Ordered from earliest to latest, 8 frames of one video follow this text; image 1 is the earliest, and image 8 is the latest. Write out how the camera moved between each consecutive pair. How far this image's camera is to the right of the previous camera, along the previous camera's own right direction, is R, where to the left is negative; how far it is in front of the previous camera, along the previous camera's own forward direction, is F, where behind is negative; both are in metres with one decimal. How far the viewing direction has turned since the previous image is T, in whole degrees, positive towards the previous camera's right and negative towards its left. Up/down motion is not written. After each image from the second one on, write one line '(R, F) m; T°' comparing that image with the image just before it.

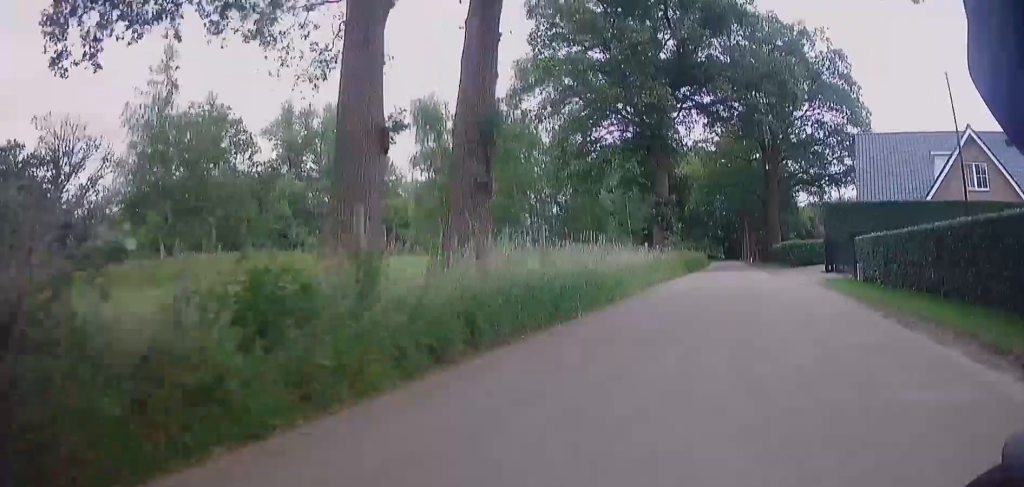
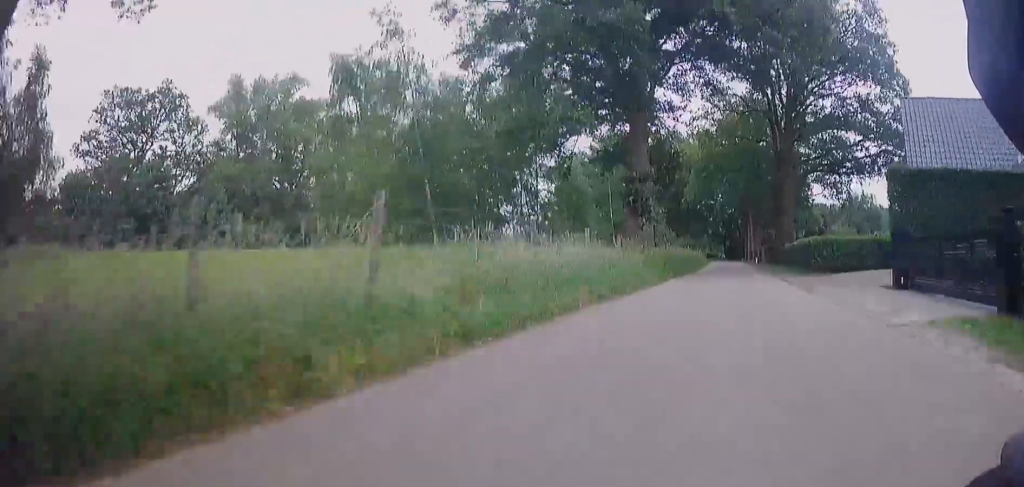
(+0.1, +10.4) m; +1°
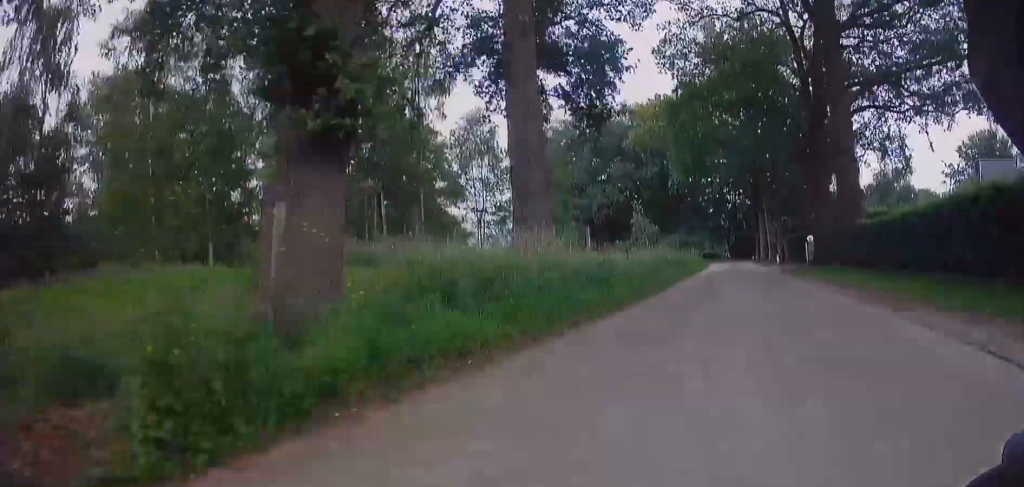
(+0.3, +20.5) m; +1°
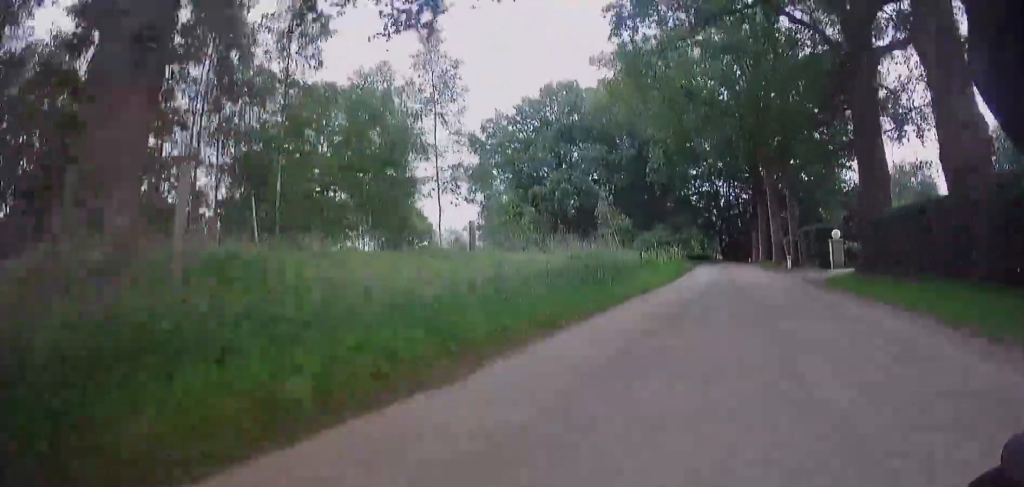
(+0.1, +10.8) m; 0°
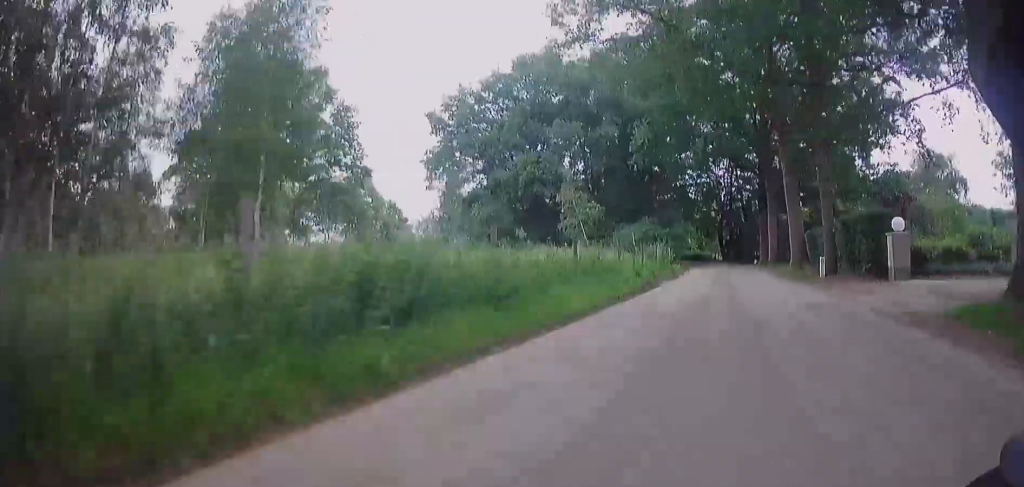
(0.0, +9.5) m; -1°
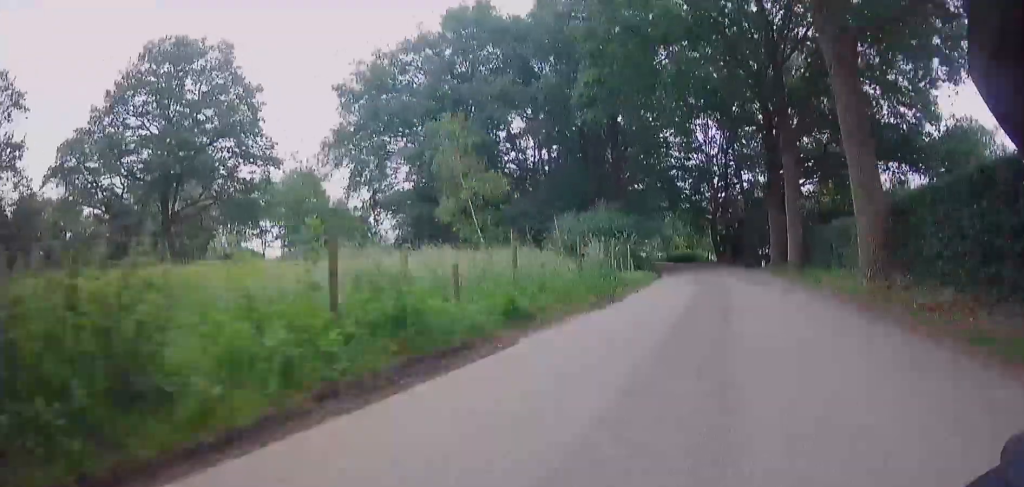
(-0.1, +14.0) m; -2°
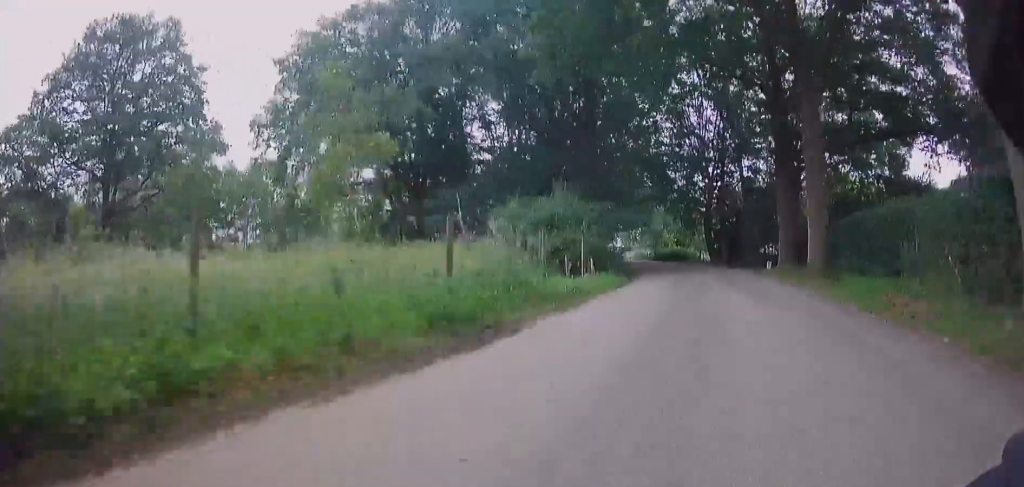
(0.0, +7.0) m; -4°
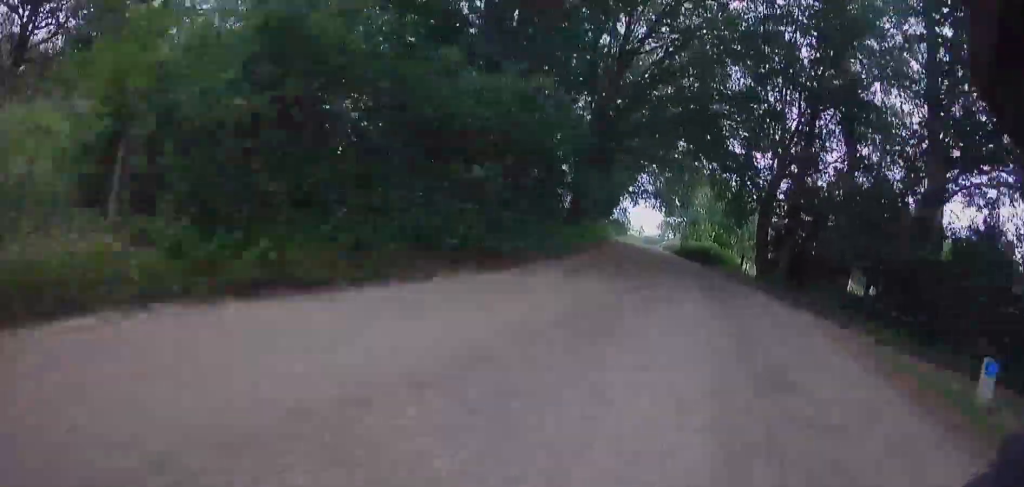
(-1.9, +17.3) m; 0°
